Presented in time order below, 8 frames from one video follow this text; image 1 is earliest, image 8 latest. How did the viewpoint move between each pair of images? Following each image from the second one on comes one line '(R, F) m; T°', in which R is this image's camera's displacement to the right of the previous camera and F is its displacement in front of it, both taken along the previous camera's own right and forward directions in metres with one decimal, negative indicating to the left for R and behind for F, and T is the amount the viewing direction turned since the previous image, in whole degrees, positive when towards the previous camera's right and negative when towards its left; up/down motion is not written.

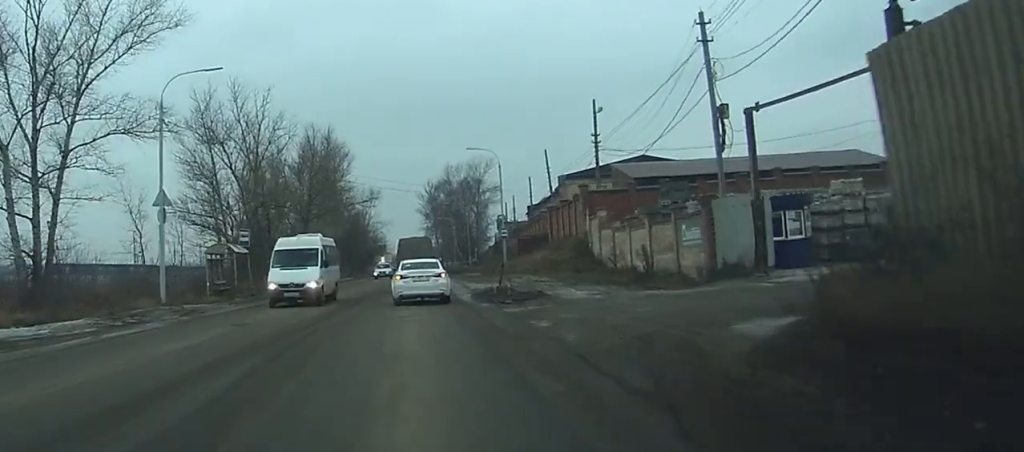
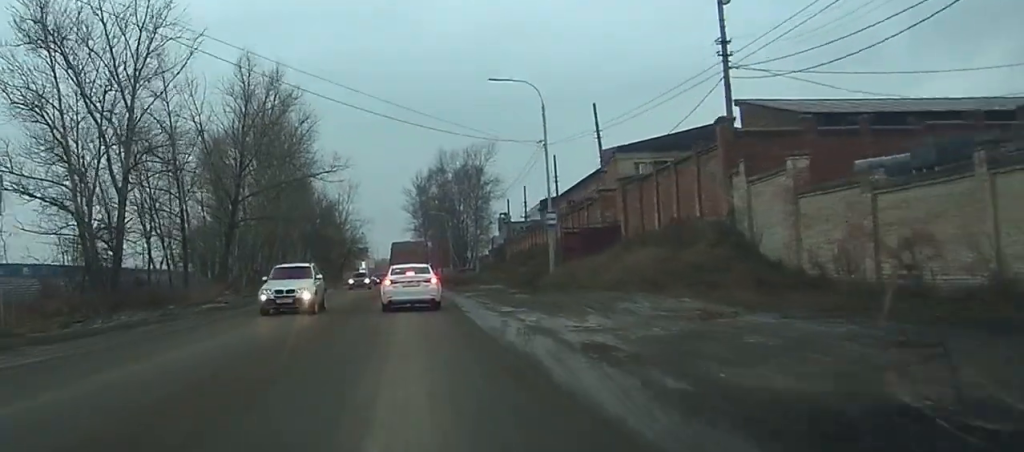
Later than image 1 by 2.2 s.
(+0.7, +28.4) m; +2°
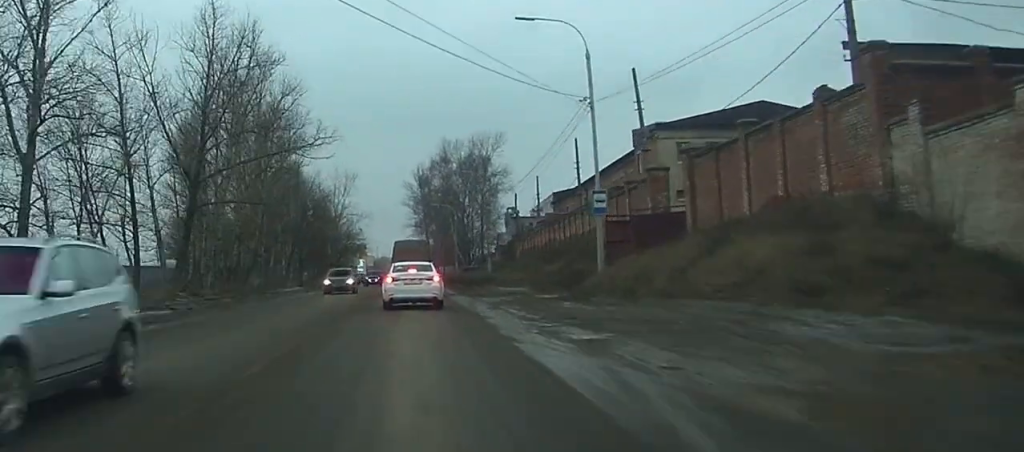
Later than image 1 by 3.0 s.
(0.0, +10.4) m; 0°
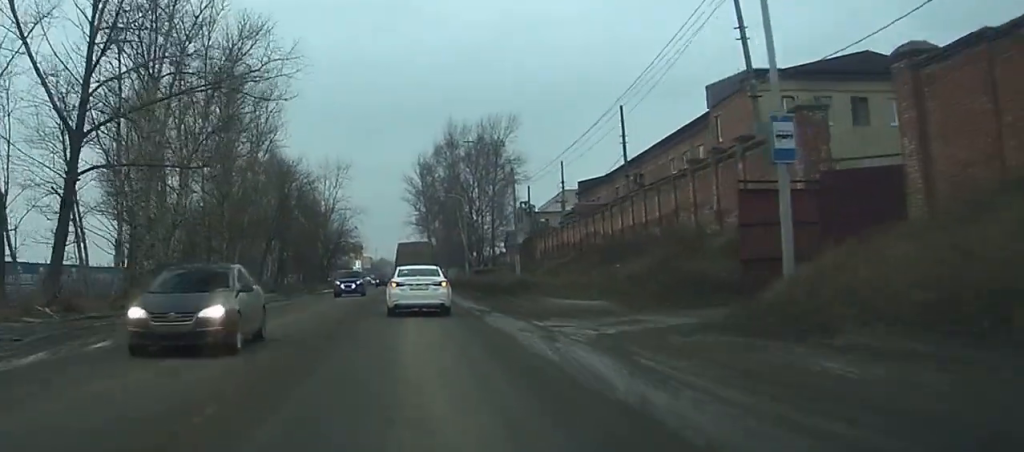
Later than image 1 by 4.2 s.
(0.0, +15.9) m; 0°
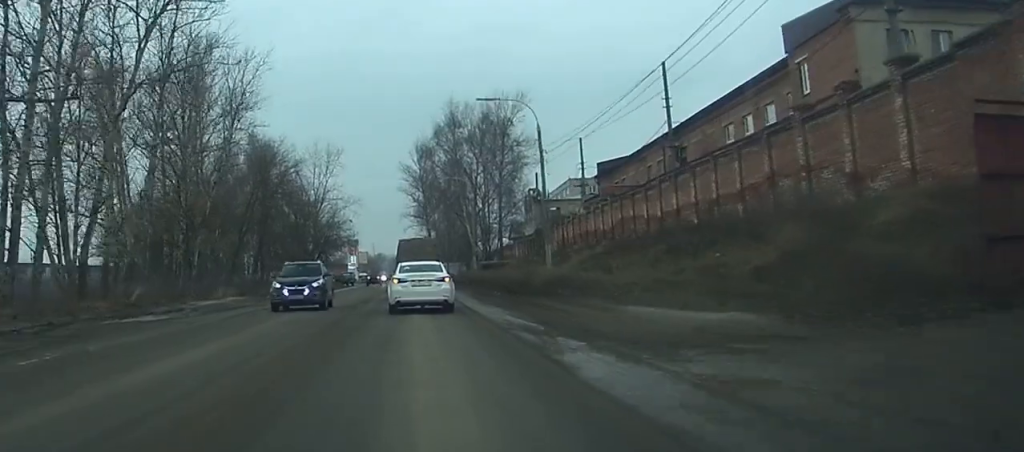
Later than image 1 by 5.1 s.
(+0.1, +11.0) m; +1°
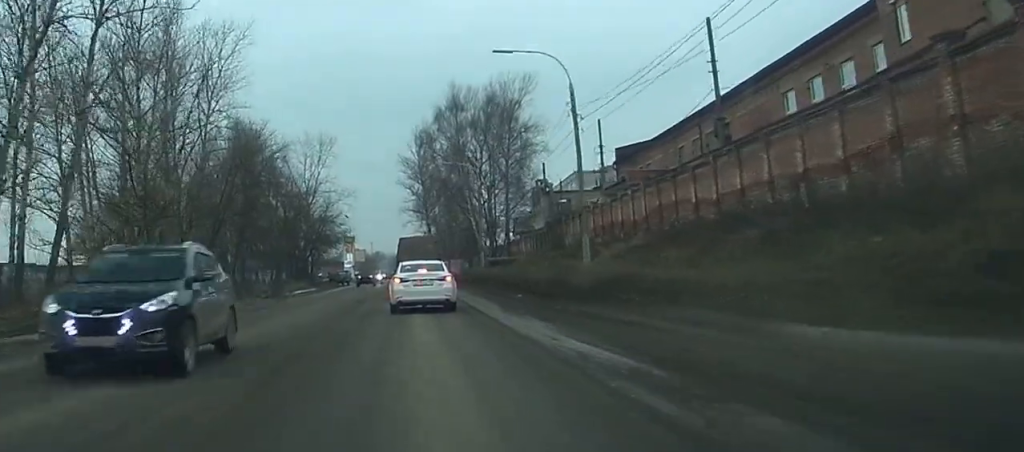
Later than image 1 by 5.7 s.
(0.0, +8.3) m; 0°
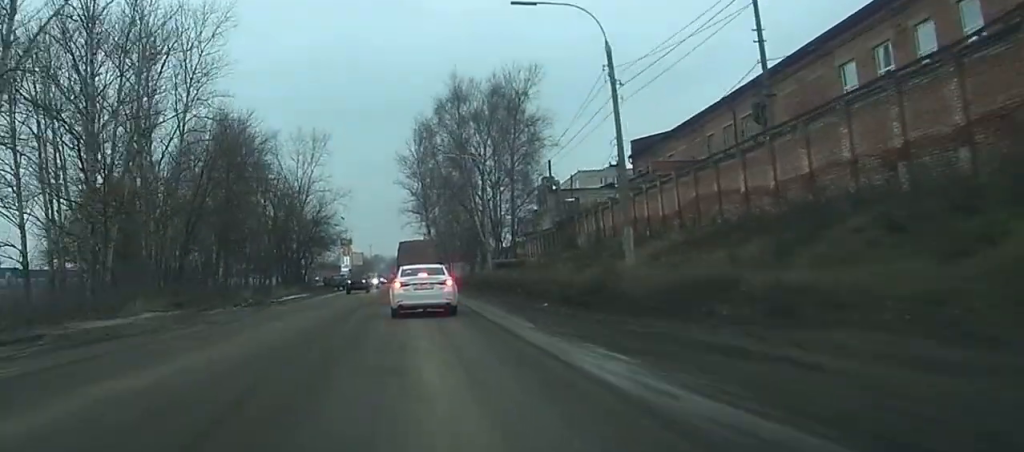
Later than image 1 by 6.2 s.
(0.0, +6.2) m; 0°
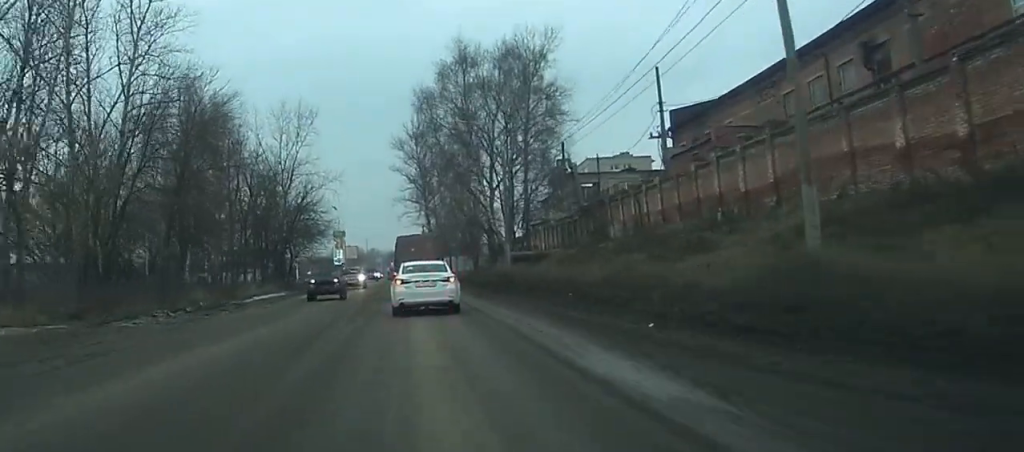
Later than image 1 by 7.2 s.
(+0.1, +11.6) m; 0°
